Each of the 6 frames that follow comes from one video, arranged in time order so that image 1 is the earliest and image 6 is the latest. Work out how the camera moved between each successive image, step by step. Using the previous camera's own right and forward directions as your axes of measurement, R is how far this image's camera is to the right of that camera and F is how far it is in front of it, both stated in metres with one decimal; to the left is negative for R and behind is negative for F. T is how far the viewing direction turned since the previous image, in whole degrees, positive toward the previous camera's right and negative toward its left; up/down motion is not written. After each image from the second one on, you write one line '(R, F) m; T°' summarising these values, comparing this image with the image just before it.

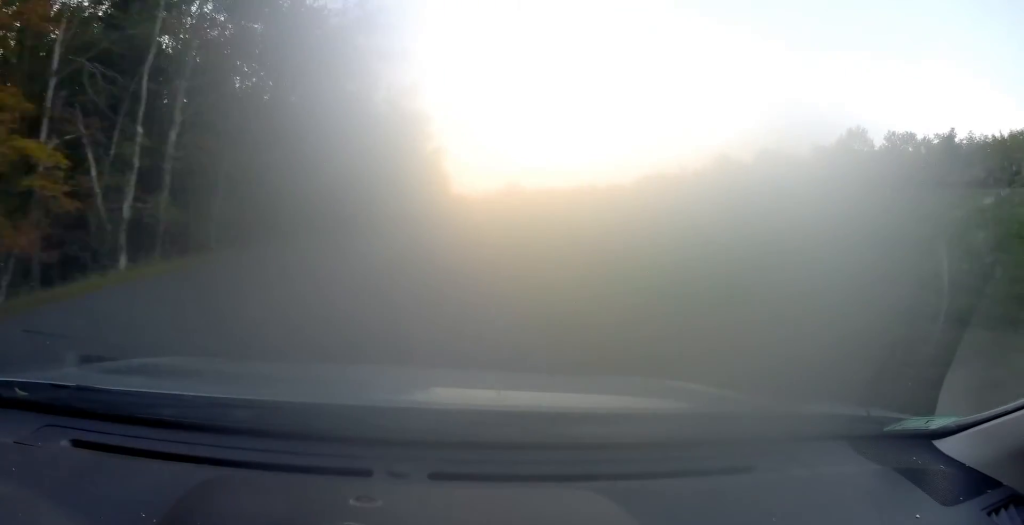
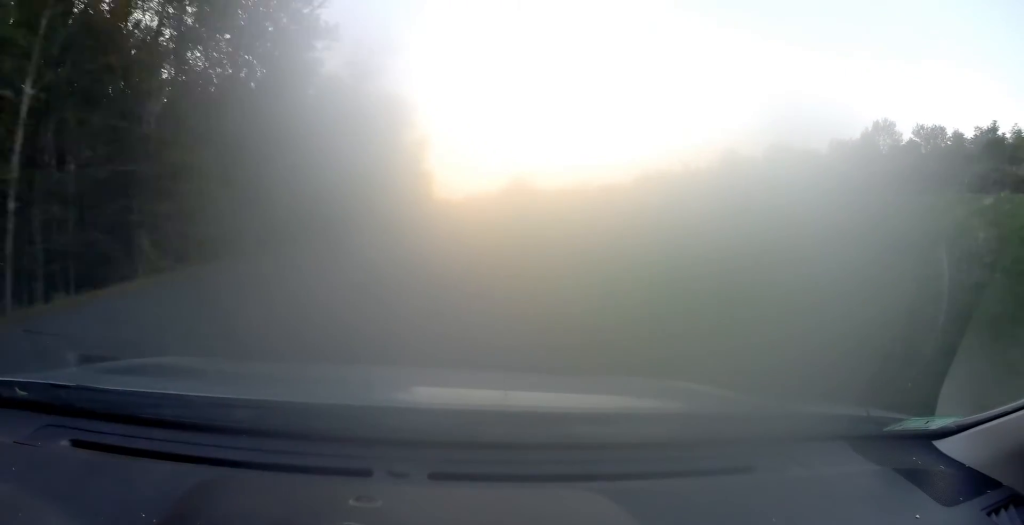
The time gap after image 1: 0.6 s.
(+0.2, +14.6) m; +2°
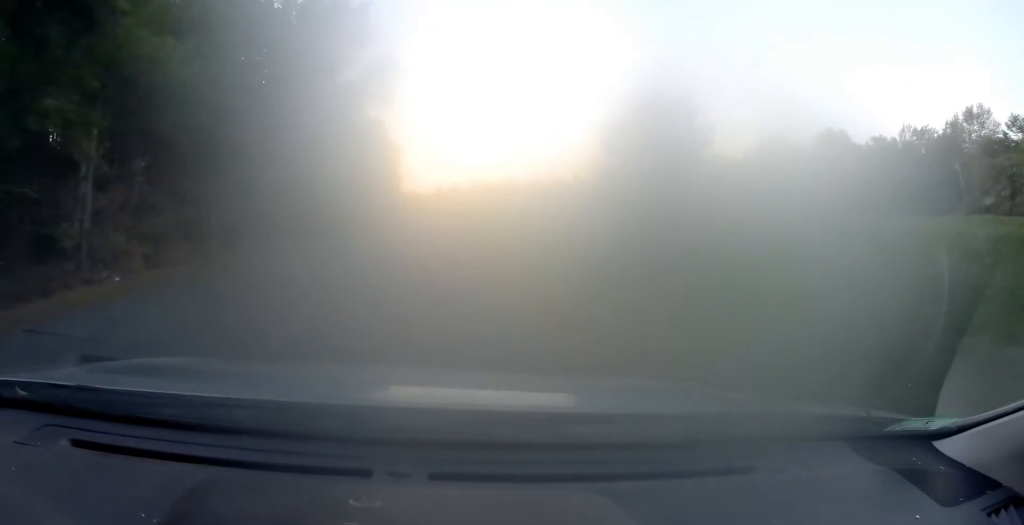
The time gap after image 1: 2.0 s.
(+0.8, +34.0) m; +2°
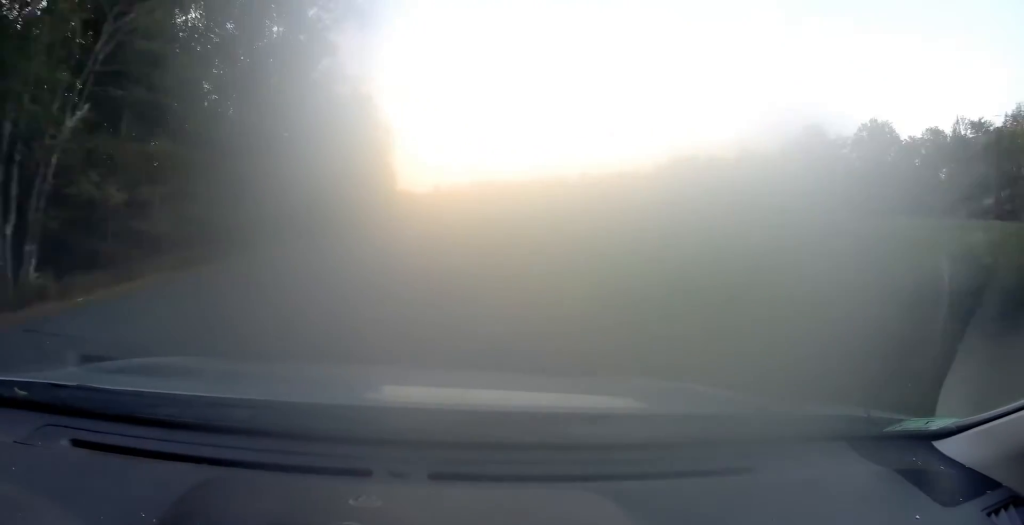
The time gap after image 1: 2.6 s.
(+0.1, +14.7) m; +1°
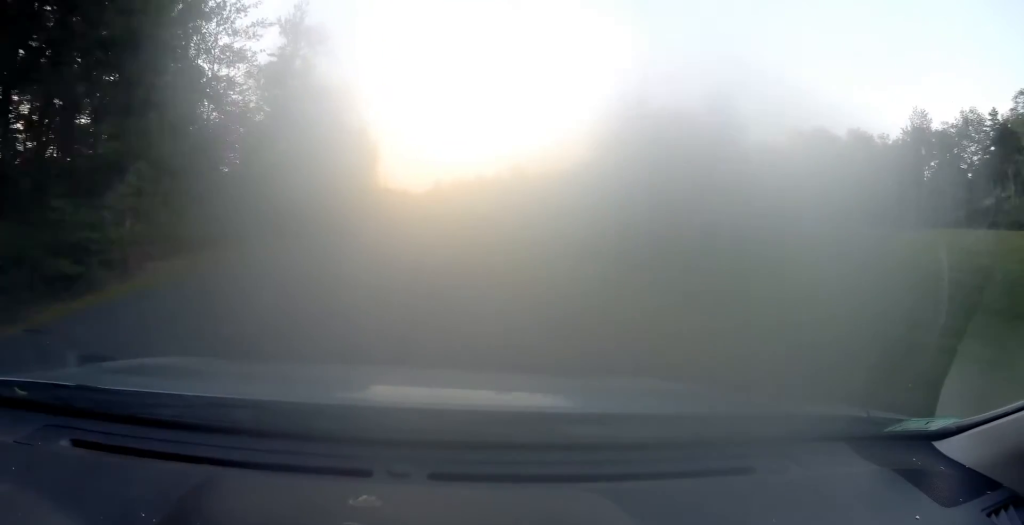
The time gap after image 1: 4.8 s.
(+0.6, +52.8) m; +1°
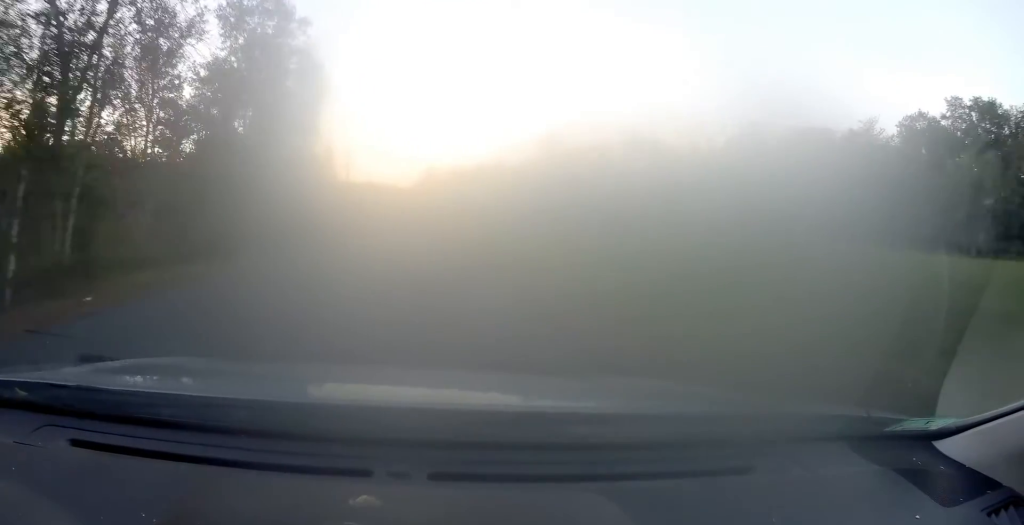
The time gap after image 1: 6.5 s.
(+0.4, +41.1) m; +3°
